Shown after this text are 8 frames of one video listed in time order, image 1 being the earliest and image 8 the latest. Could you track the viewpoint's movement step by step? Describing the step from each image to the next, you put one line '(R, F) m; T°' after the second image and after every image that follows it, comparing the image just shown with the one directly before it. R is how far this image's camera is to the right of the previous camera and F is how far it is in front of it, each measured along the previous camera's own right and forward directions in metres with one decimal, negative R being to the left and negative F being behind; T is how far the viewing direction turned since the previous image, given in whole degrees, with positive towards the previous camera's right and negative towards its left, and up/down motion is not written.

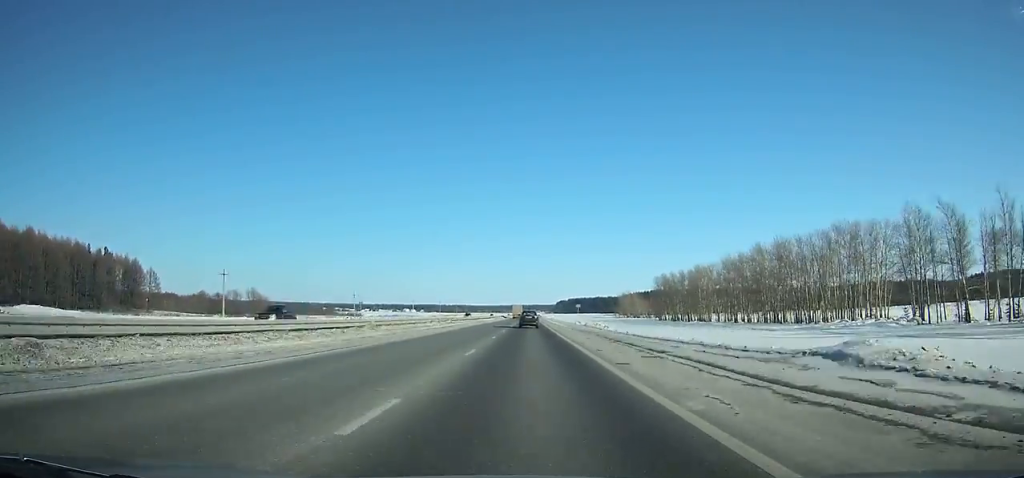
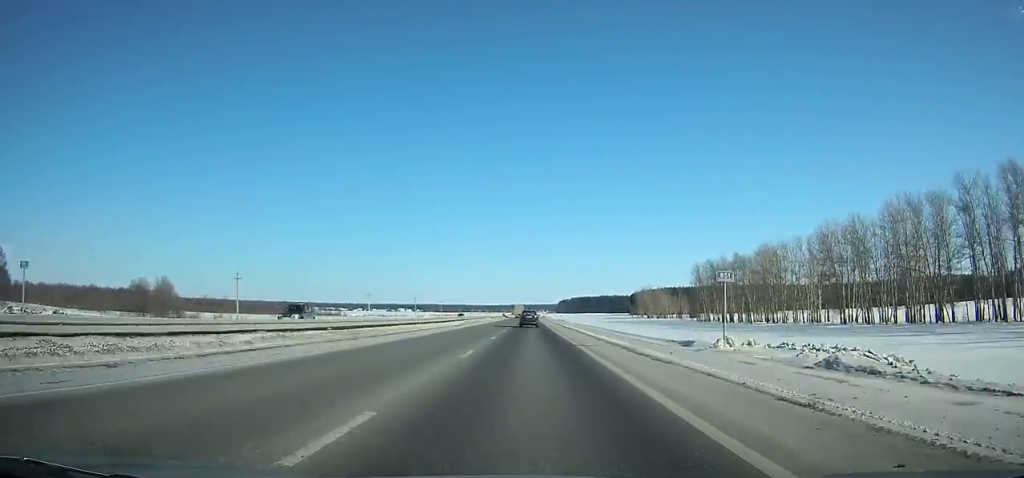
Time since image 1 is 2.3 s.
(0.0, +61.4) m; 0°
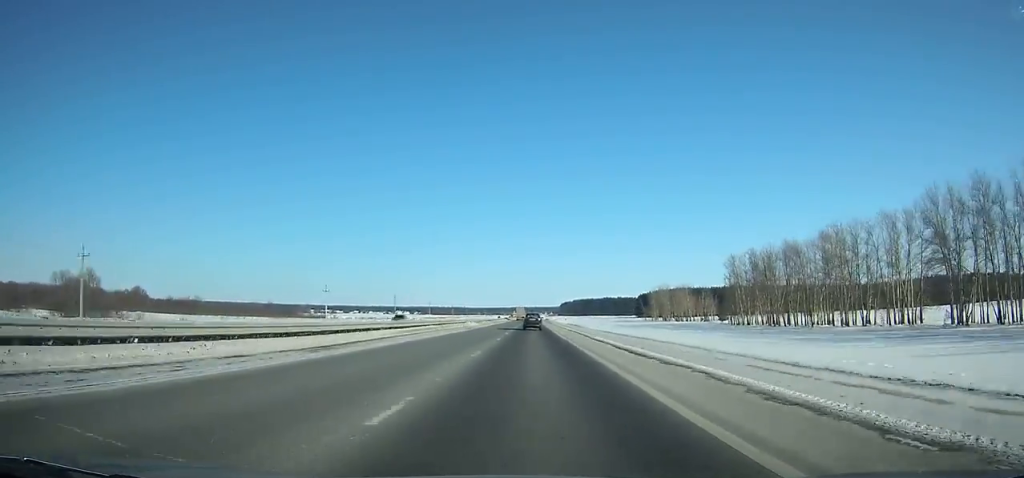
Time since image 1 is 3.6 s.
(+0.1, +34.6) m; 0°
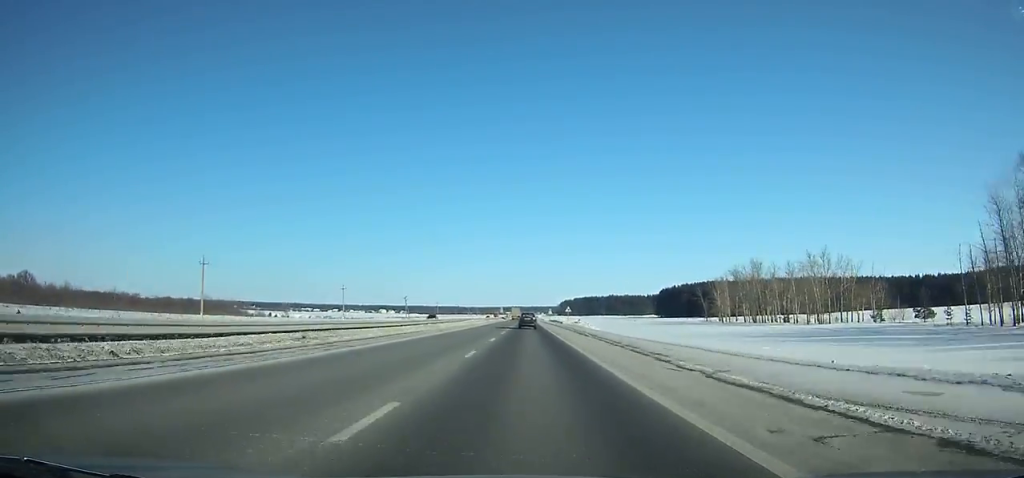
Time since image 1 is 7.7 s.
(+0.5, +108.8) m; 0°
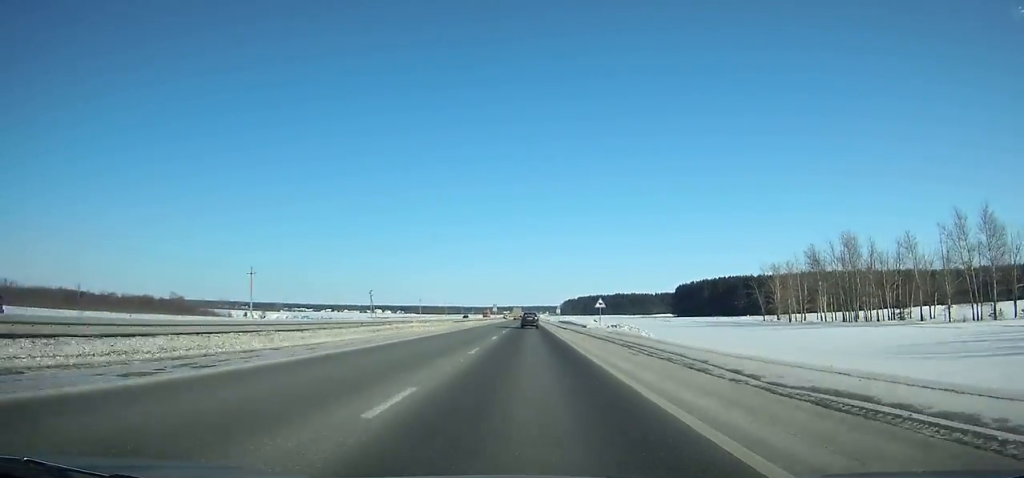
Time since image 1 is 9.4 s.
(0.0, +45.2) m; 0°
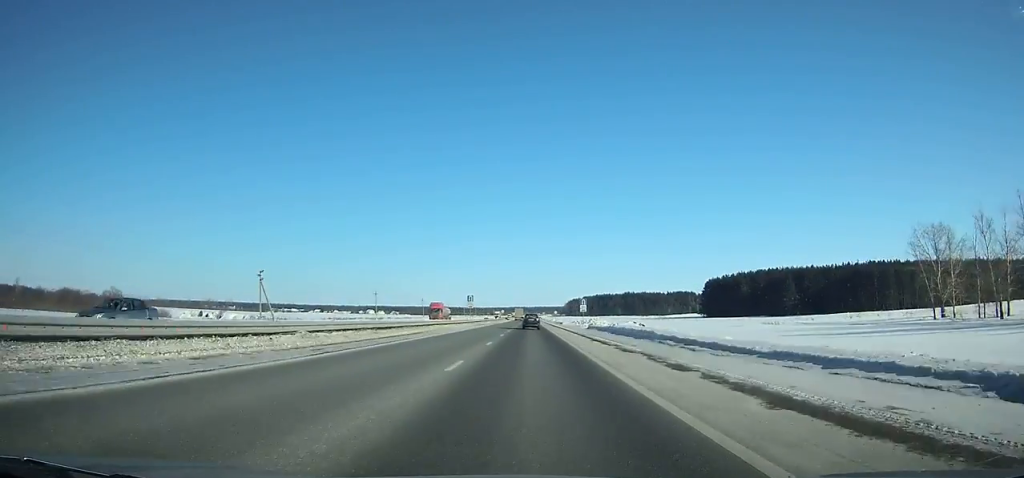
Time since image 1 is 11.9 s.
(0.0, +66.6) m; 0°
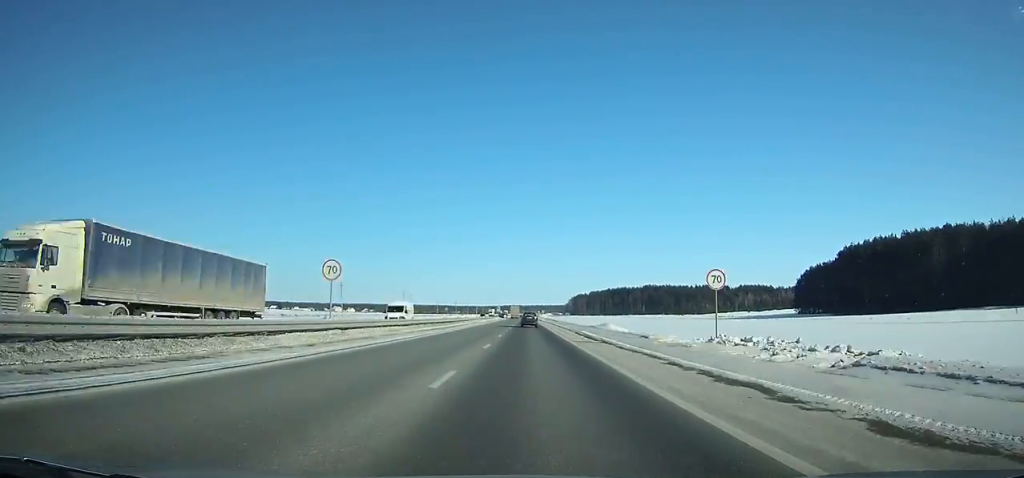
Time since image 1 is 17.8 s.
(-0.3, +157.8) m; 0°
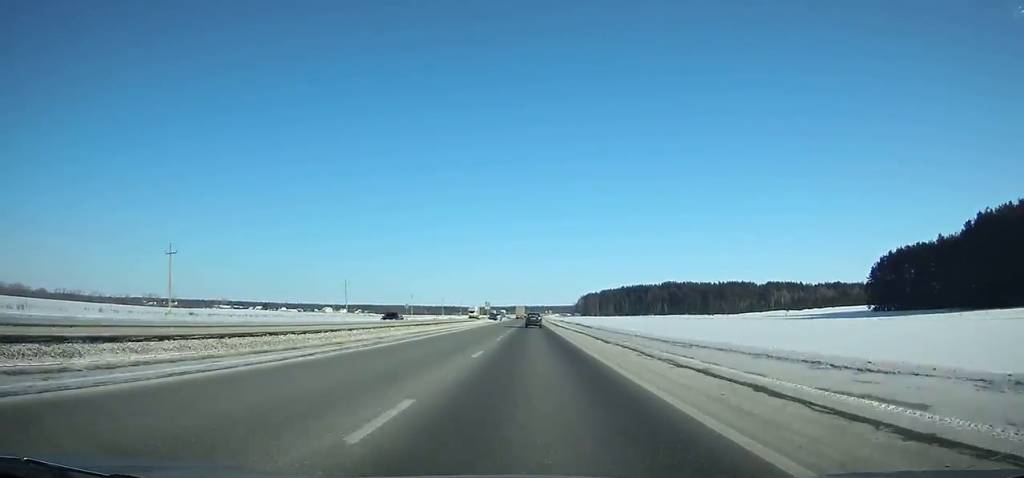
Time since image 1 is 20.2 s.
(-0.2, +64.2) m; 0°
